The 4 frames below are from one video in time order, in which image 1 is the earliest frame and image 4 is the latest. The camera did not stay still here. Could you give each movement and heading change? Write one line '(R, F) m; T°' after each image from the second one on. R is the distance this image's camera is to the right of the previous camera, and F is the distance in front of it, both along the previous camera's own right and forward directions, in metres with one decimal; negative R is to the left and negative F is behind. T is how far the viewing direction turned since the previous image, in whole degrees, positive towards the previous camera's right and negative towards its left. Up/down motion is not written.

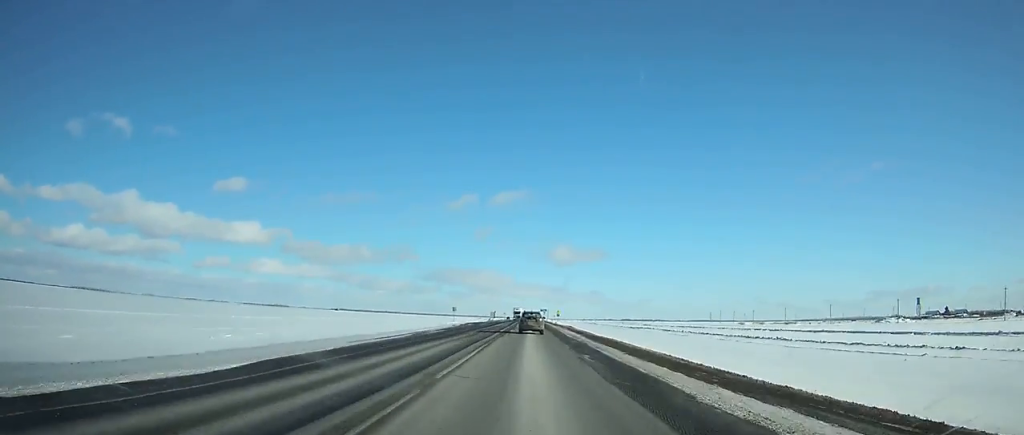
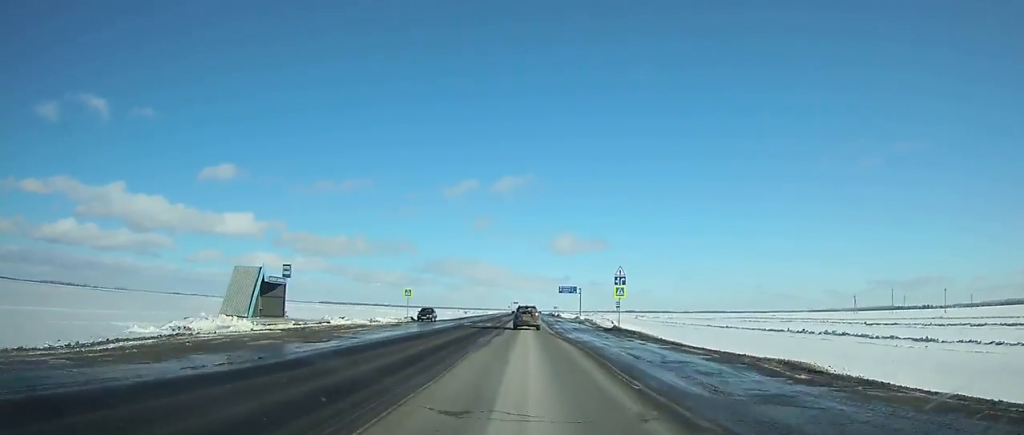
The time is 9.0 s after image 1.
(+0.3, +231.5) m; 0°
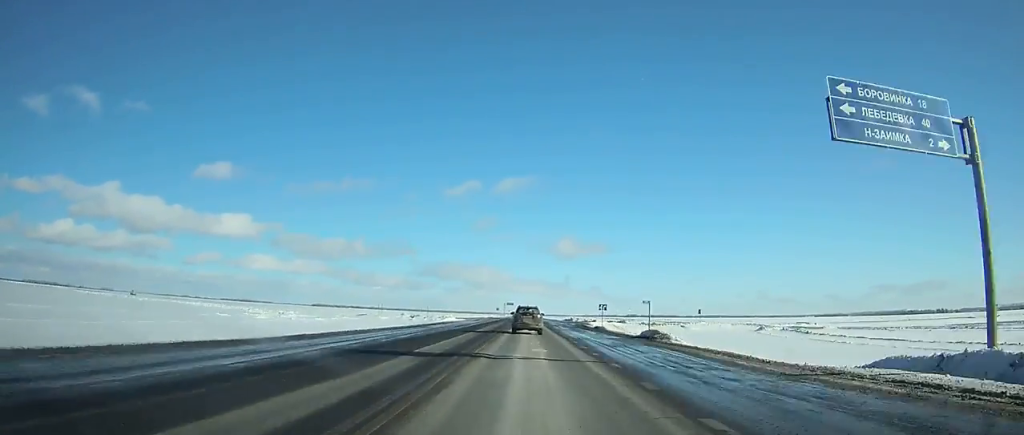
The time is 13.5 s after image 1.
(+0.2, +113.1) m; 0°
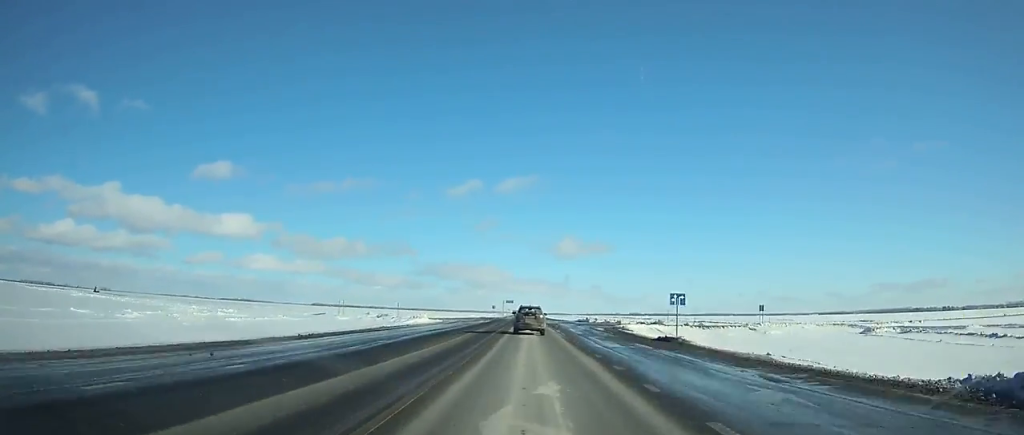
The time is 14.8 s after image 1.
(0.0, +32.0) m; 0°
